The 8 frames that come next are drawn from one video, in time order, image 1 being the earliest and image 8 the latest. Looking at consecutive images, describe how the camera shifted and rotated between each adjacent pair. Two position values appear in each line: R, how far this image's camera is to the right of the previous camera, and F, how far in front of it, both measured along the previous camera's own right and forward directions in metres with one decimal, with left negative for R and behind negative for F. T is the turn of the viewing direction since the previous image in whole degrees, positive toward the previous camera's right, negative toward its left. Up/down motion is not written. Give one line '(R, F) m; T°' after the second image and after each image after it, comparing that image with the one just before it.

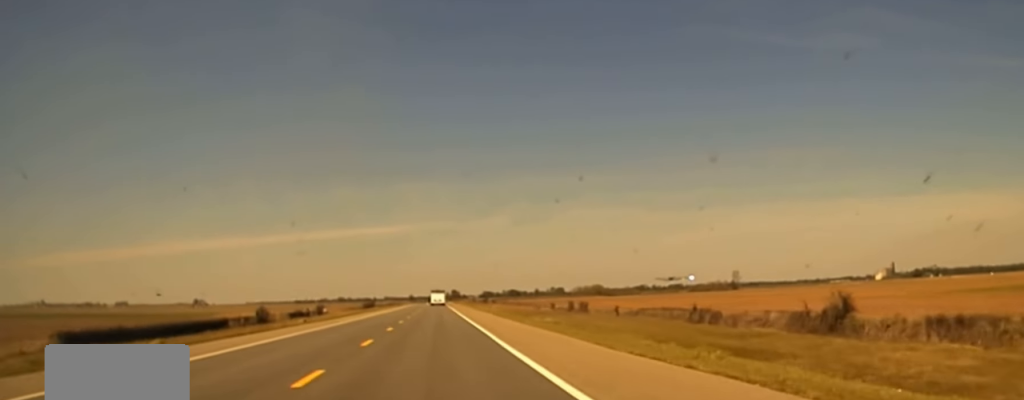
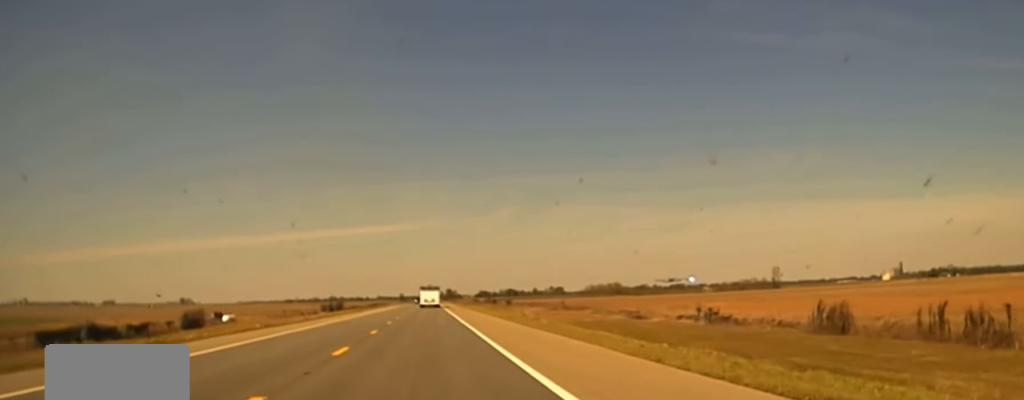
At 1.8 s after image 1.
(+0.1, +101.7) m; 0°
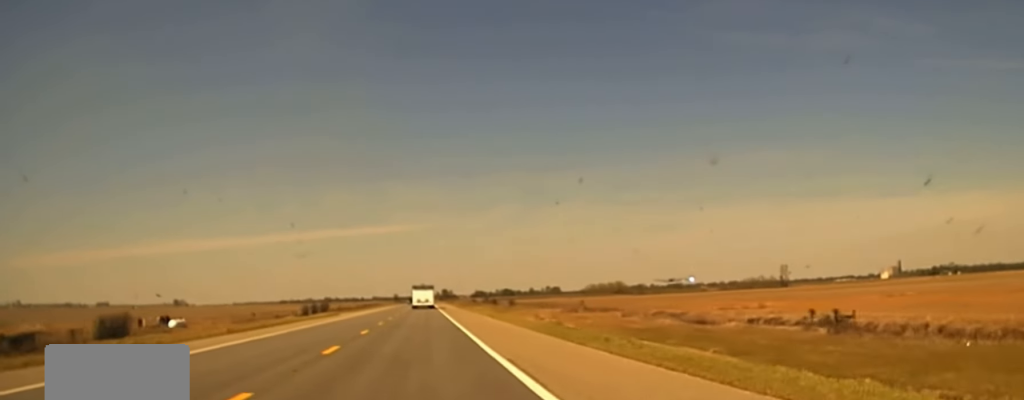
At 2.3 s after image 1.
(+0.1, +22.4) m; 0°
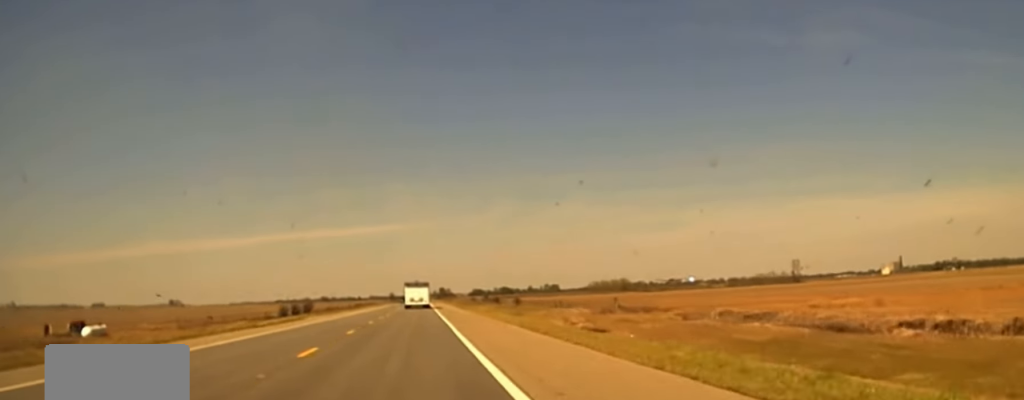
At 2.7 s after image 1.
(+0.1, +22.4) m; 0°
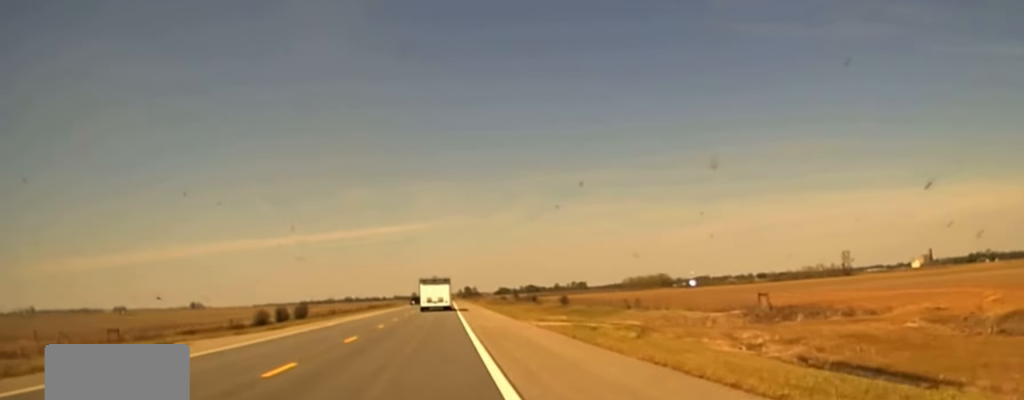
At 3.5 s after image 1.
(-0.1, +36.9) m; -1°
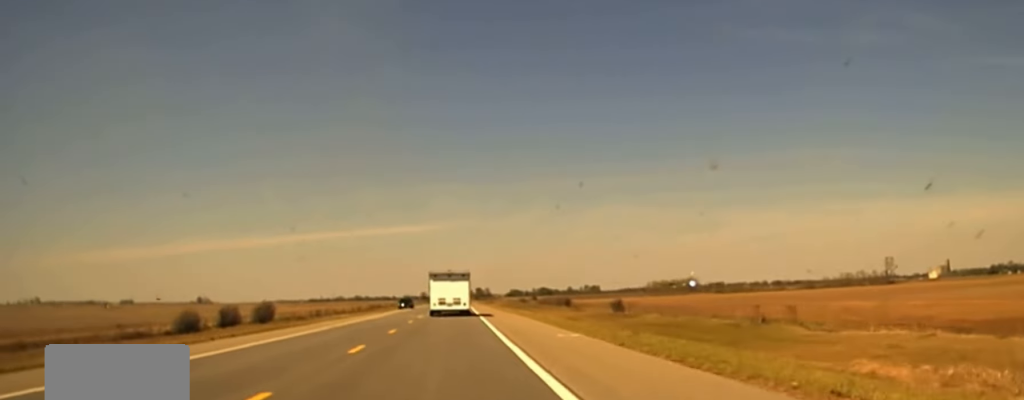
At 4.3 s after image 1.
(-0.3, +37.8) m; -1°
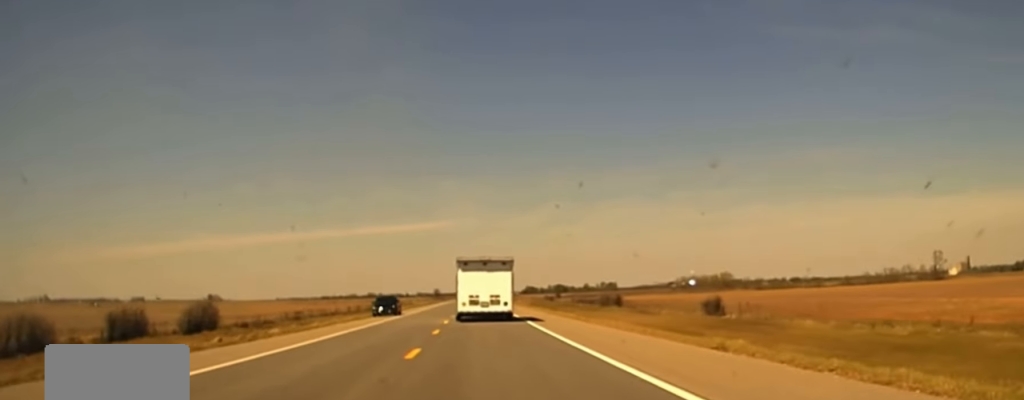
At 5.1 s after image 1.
(-0.3, +38.7) m; -1°
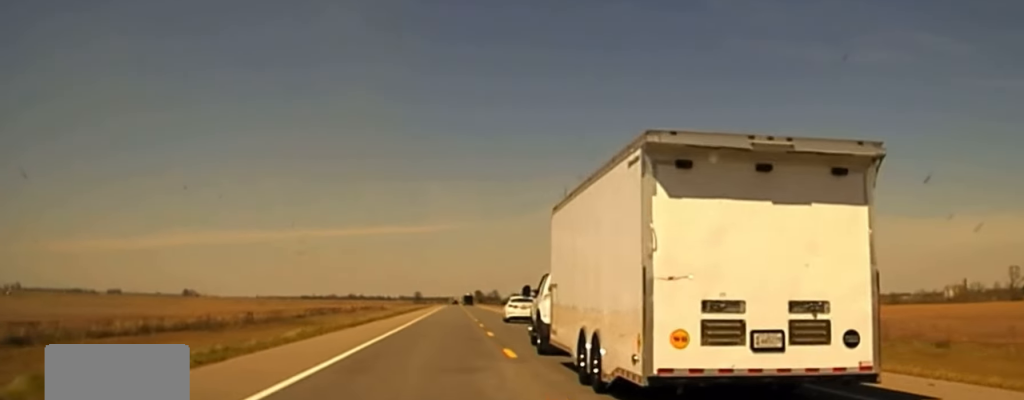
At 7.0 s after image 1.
(-0.3, +93.5) m; 0°
